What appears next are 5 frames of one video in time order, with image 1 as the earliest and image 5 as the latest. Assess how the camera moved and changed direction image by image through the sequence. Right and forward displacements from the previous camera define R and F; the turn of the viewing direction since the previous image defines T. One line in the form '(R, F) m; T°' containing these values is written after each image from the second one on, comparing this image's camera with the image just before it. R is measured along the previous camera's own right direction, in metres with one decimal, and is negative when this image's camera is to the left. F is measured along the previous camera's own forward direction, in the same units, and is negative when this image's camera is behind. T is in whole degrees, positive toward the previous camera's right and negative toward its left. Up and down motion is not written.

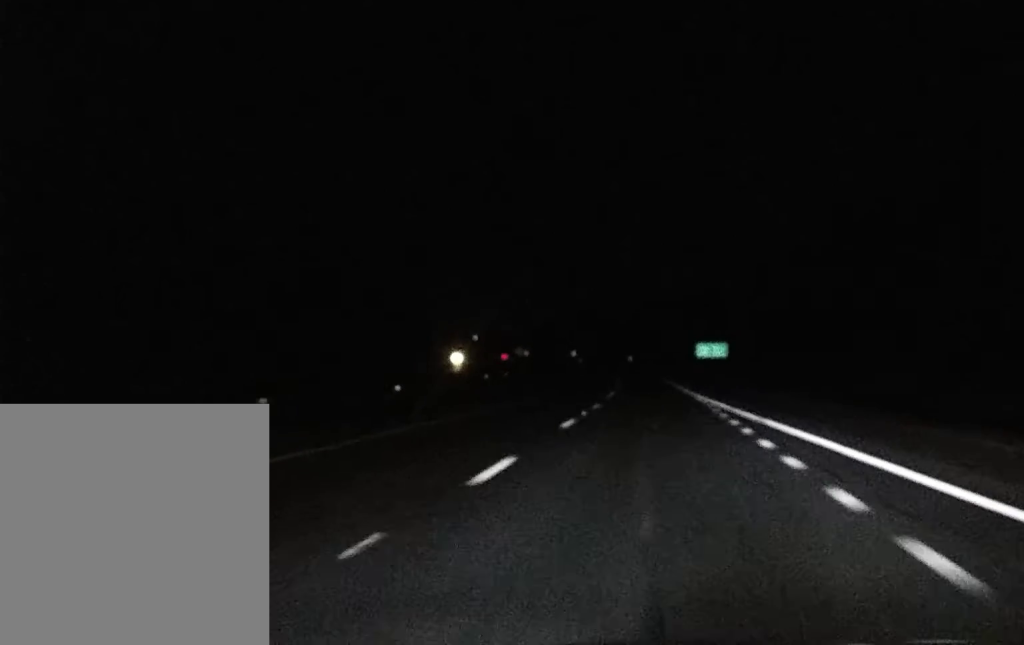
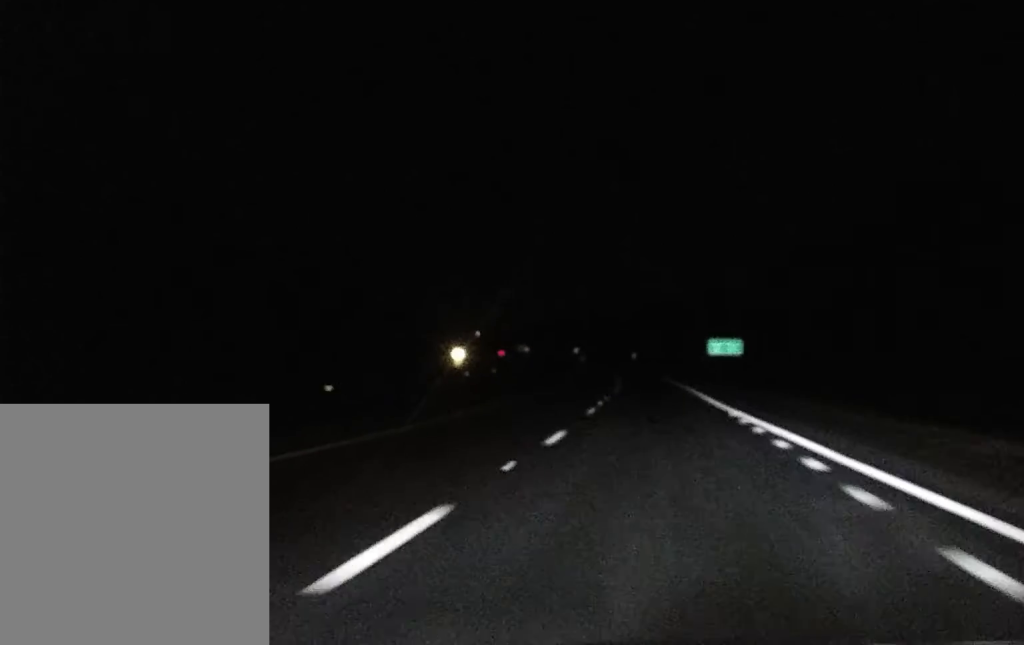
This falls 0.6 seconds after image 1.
(0.0, +16.6) m; 0°
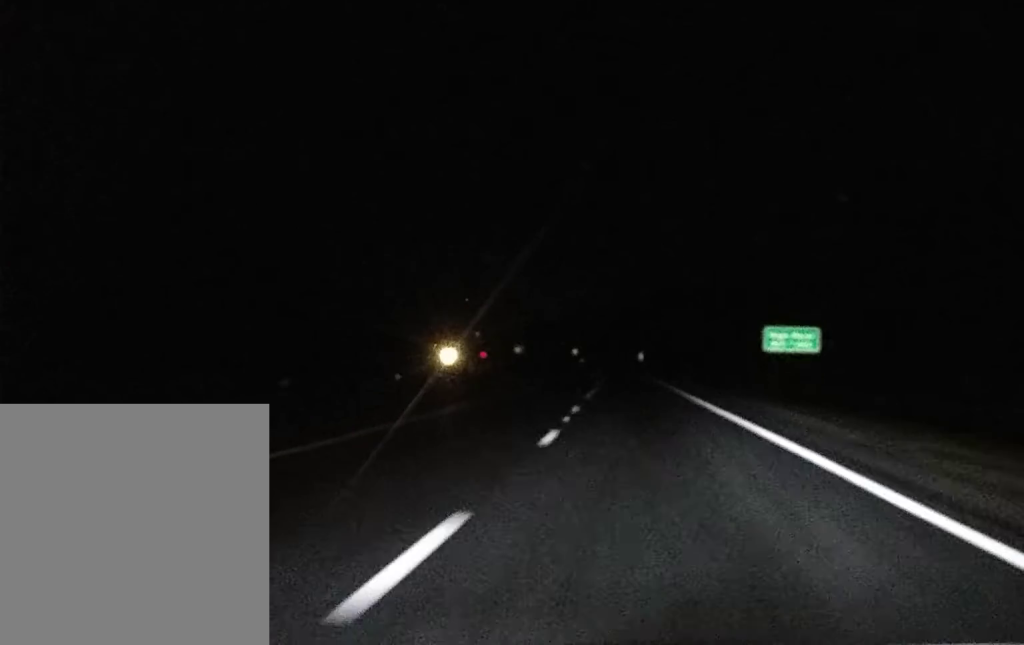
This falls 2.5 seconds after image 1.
(-1.7, +60.0) m; -3°
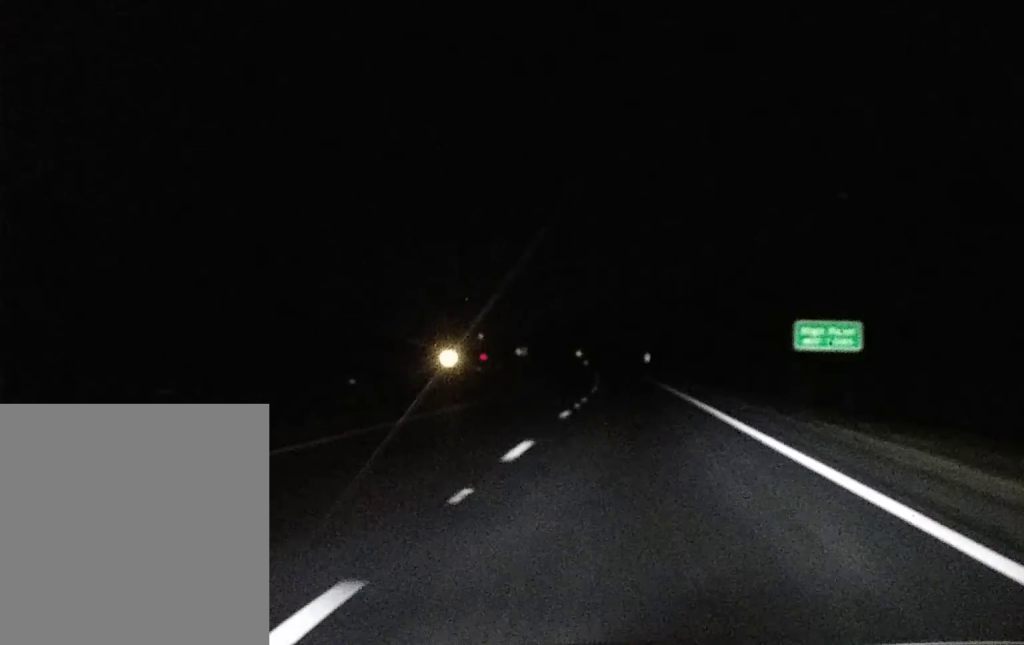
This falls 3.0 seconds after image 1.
(-0.2, +17.7) m; -1°
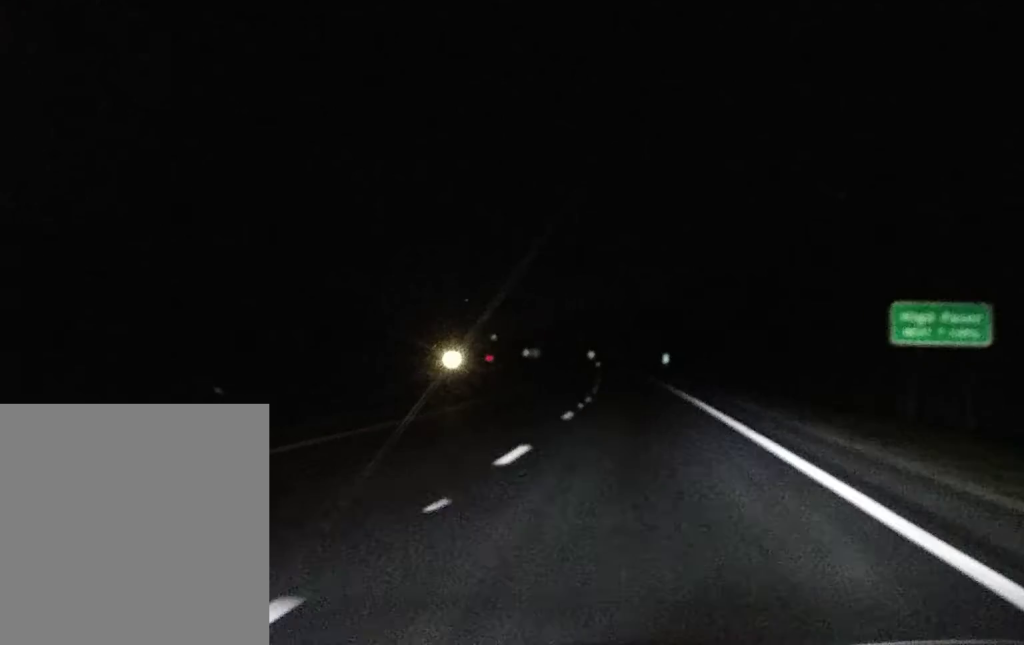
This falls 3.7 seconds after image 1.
(-0.1, +29.4) m; 0°
